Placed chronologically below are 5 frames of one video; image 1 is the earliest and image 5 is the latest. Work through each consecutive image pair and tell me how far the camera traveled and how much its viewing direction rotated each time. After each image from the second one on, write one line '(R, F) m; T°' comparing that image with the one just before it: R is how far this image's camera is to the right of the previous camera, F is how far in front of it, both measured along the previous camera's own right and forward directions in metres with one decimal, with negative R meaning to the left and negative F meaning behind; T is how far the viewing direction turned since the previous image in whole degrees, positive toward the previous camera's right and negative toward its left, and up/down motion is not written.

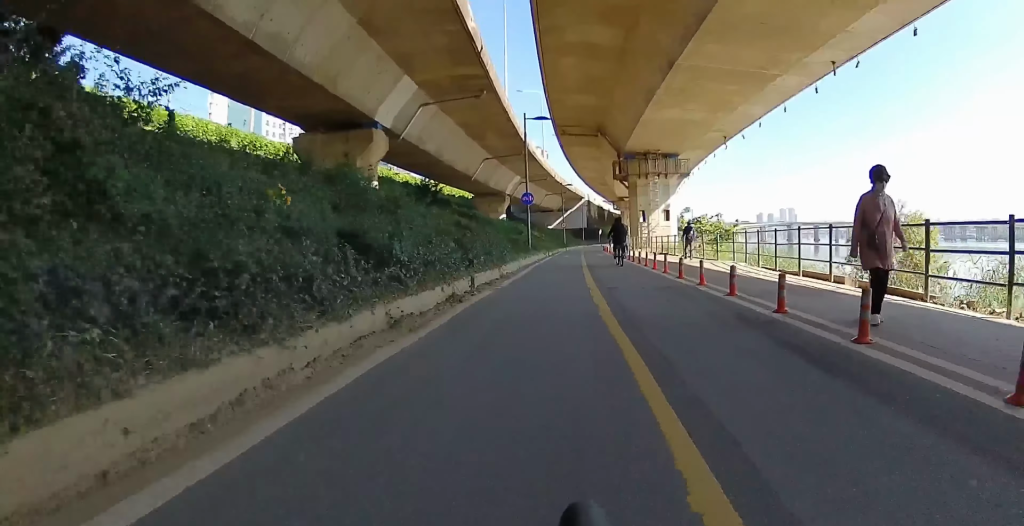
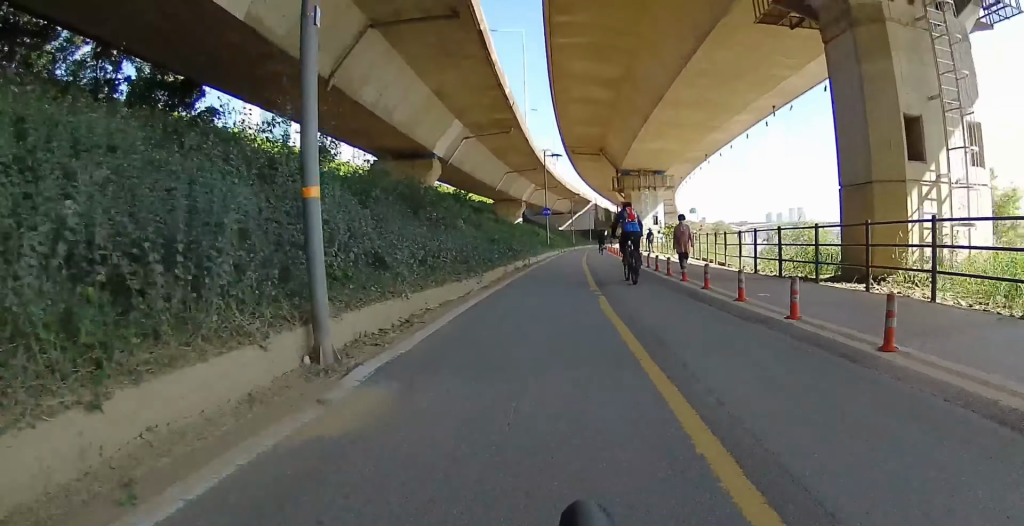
(-0.3, +12.2) m; -3°
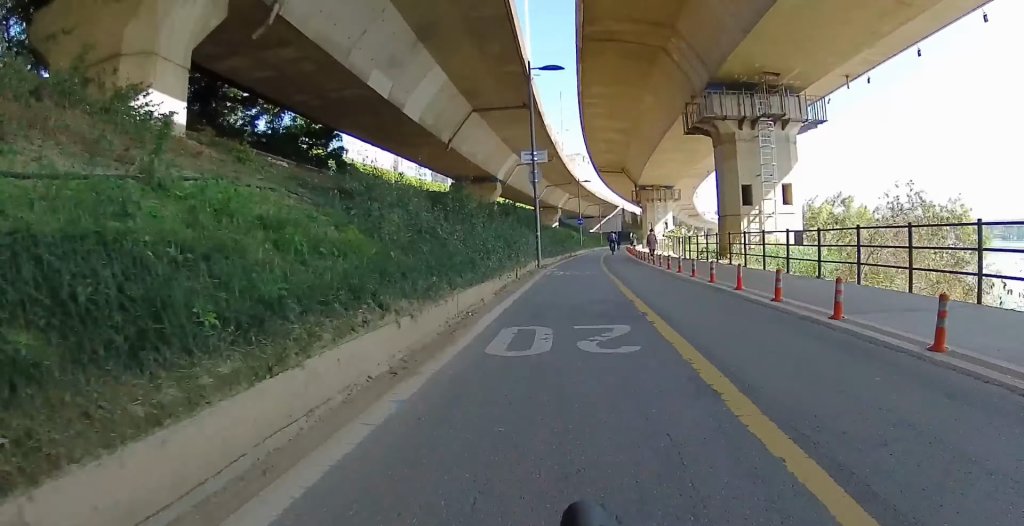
(+0.3, +16.2) m; +3°
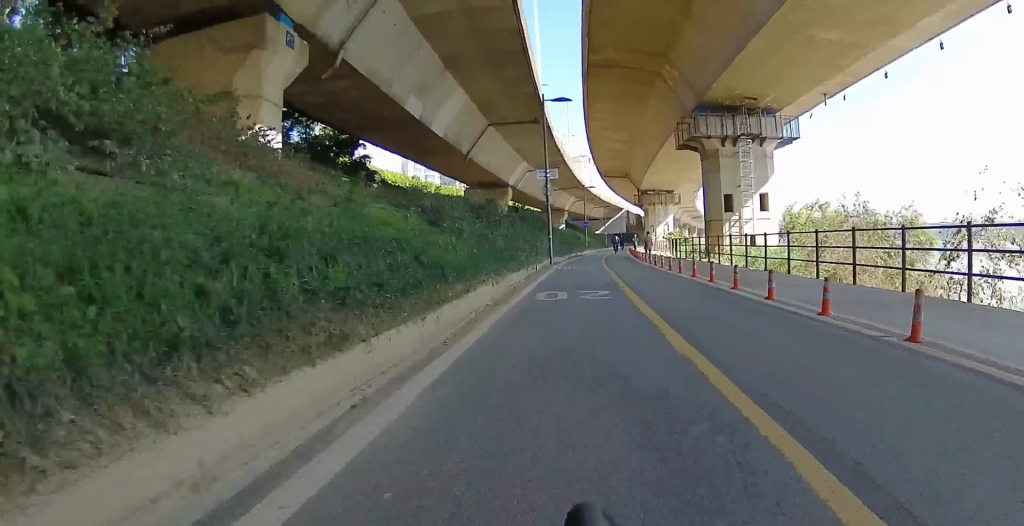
(0.0, +4.5) m; 0°
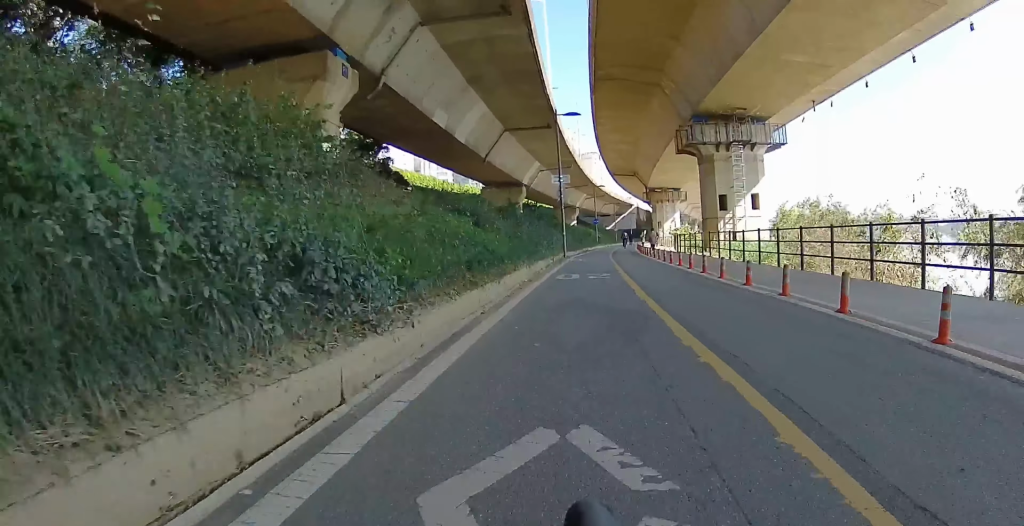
(0.0, +3.7) m; 0°
